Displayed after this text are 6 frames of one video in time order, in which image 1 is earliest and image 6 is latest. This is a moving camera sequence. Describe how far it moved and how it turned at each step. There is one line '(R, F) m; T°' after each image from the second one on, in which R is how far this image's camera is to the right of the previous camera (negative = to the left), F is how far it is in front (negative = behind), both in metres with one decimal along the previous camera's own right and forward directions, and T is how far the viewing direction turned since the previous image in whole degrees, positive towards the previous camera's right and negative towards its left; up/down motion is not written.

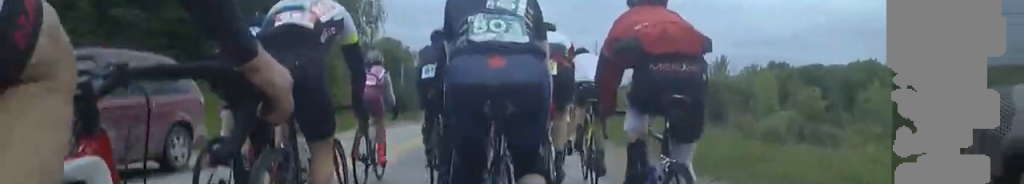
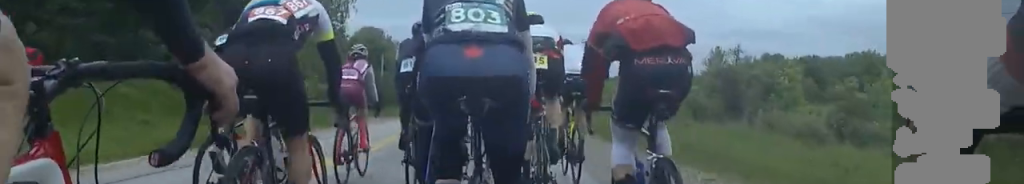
(+0.5, +5.3) m; 0°
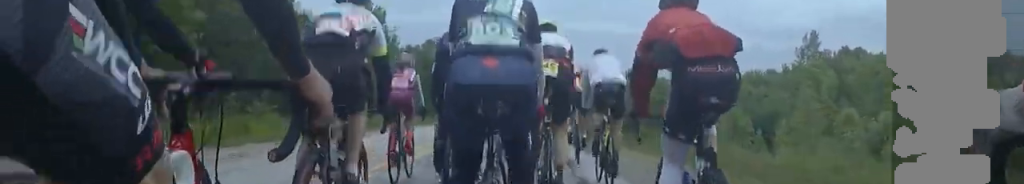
(-3.8, +33.7) m; -6°
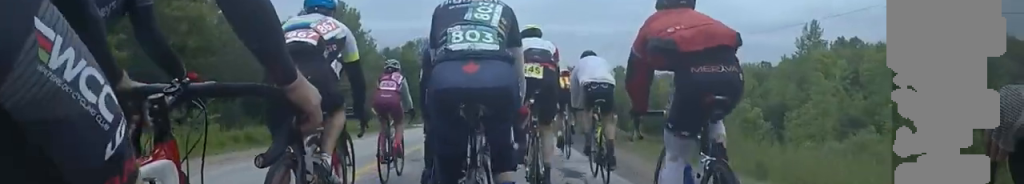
(0.0, +5.6) m; 0°
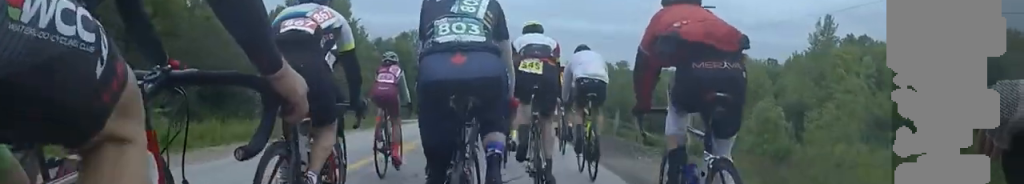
(0.0, +4.6) m; 0°
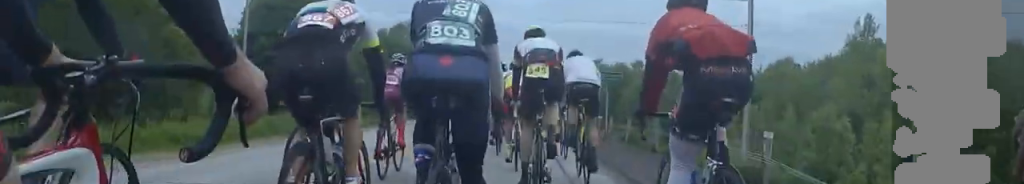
(0.0, +9.2) m; +1°
